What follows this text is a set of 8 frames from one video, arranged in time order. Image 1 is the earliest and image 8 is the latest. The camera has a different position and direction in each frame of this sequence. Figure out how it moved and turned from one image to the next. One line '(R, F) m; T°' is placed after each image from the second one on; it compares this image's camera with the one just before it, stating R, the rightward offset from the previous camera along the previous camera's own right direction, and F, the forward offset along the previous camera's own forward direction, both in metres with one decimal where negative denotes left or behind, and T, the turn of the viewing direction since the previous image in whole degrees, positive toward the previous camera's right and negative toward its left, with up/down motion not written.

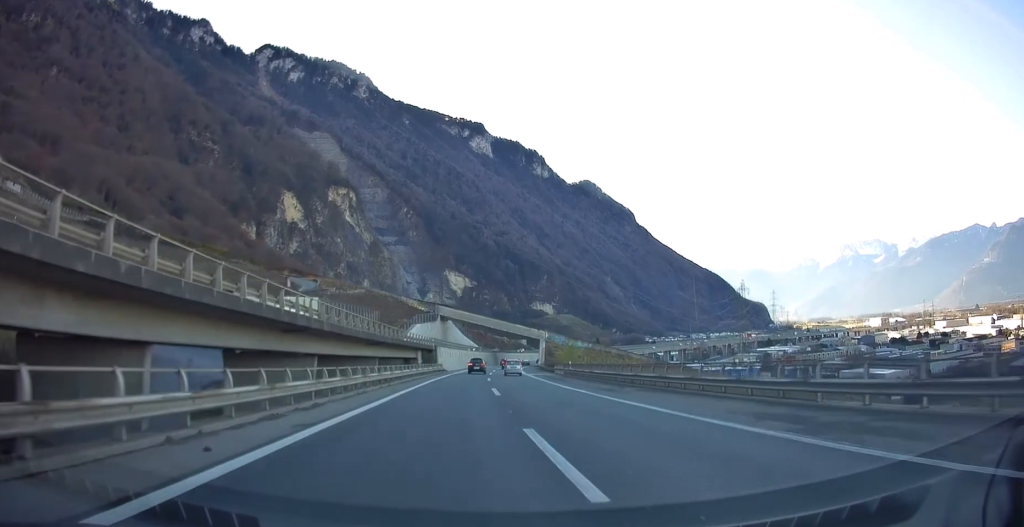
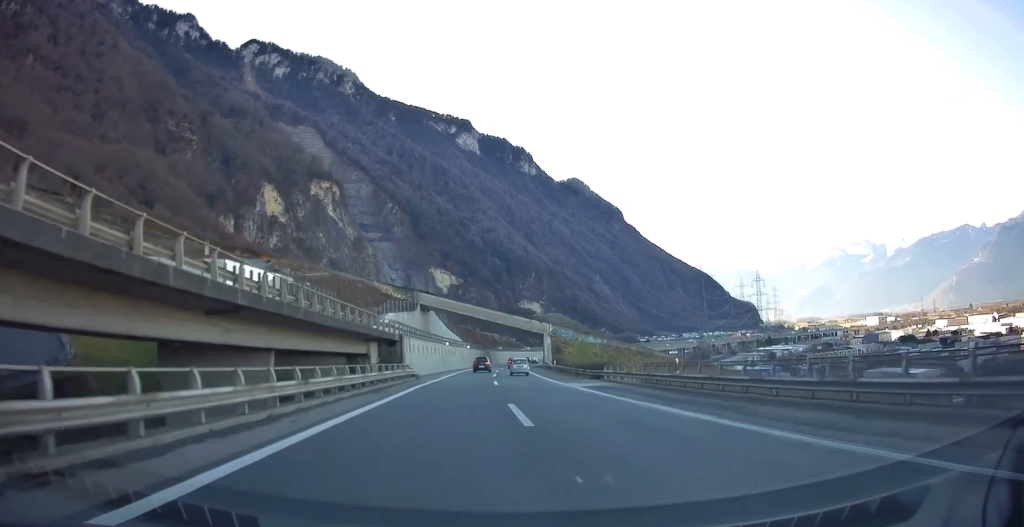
(+0.4, +28.7) m; +2°
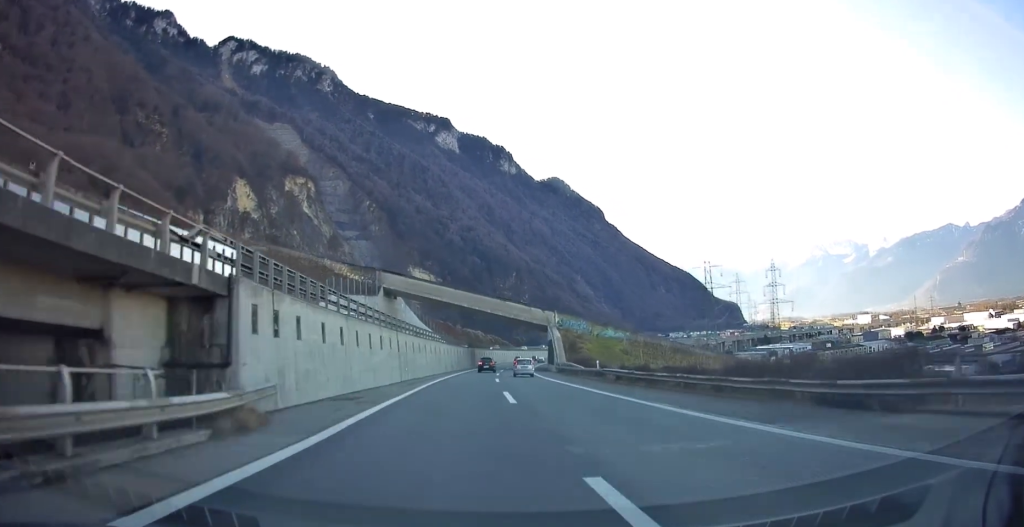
(+0.4, +31.9) m; +2°
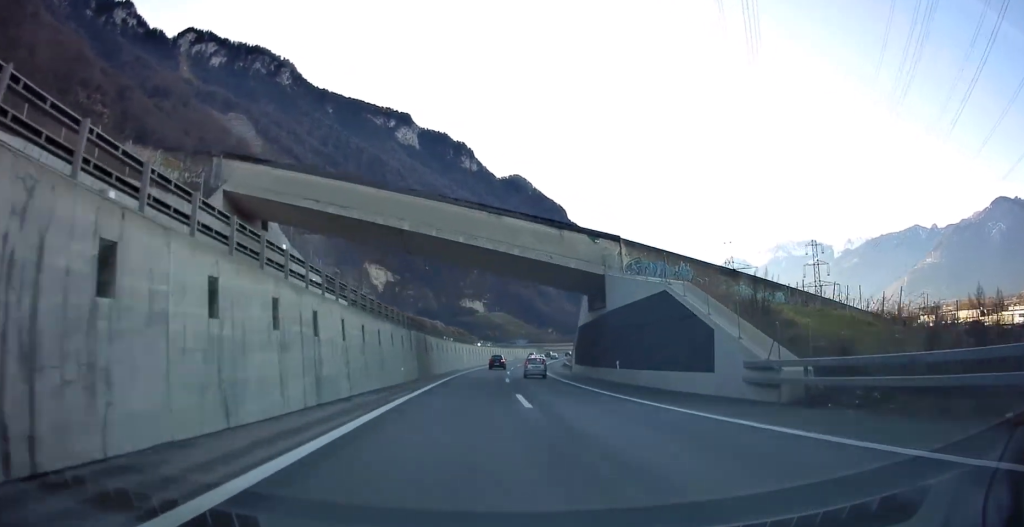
(+1.8, +58.0) m; +4°
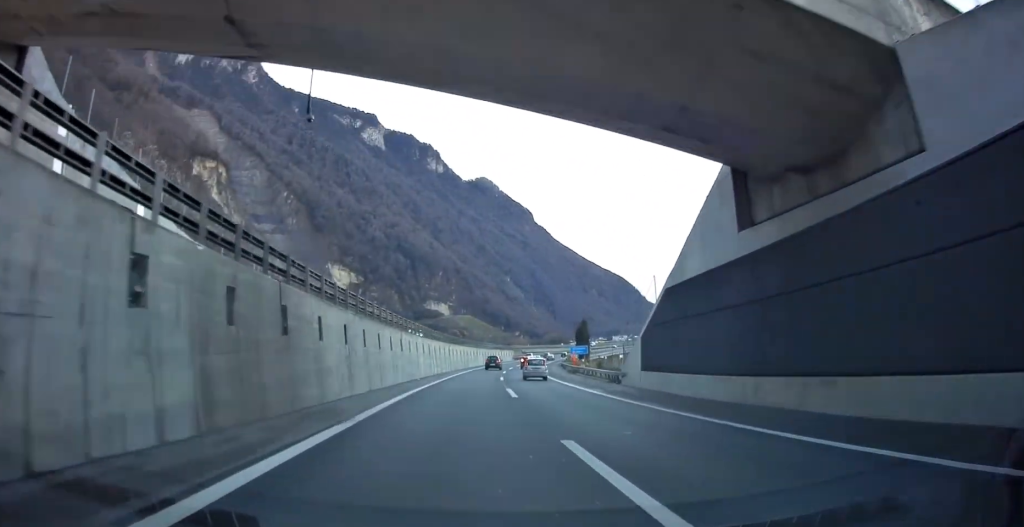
(+0.6, +31.5) m; +2°
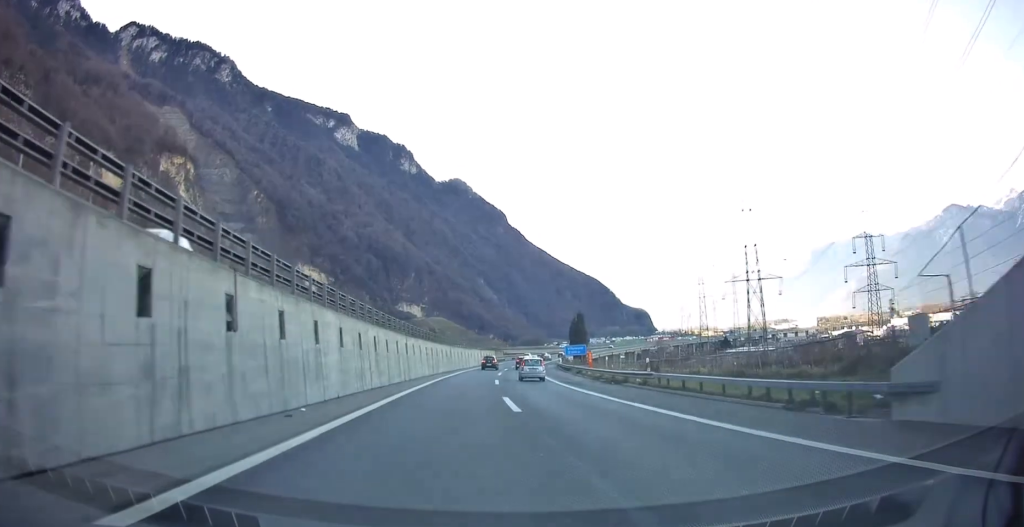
(+0.2, +23.6) m; +2°
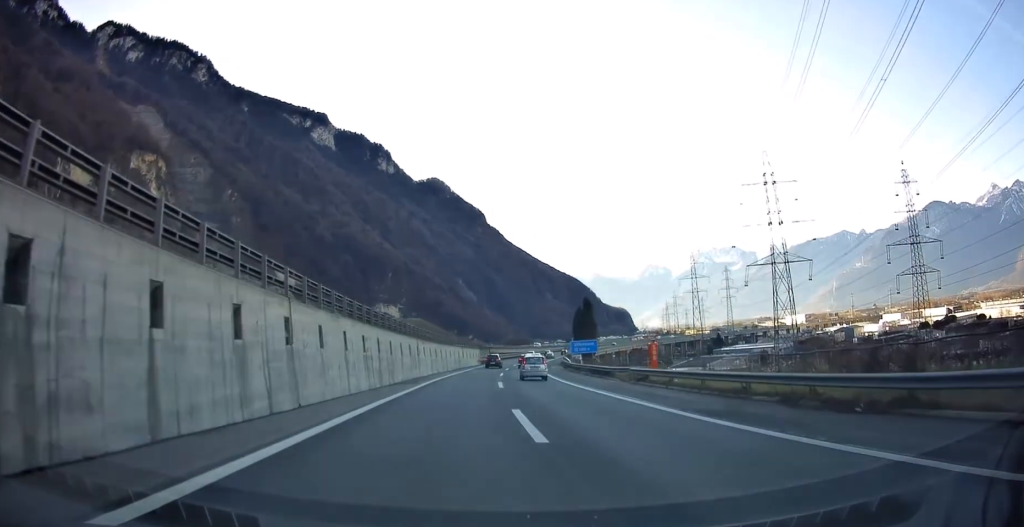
(+0.8, +24.6) m; +2°
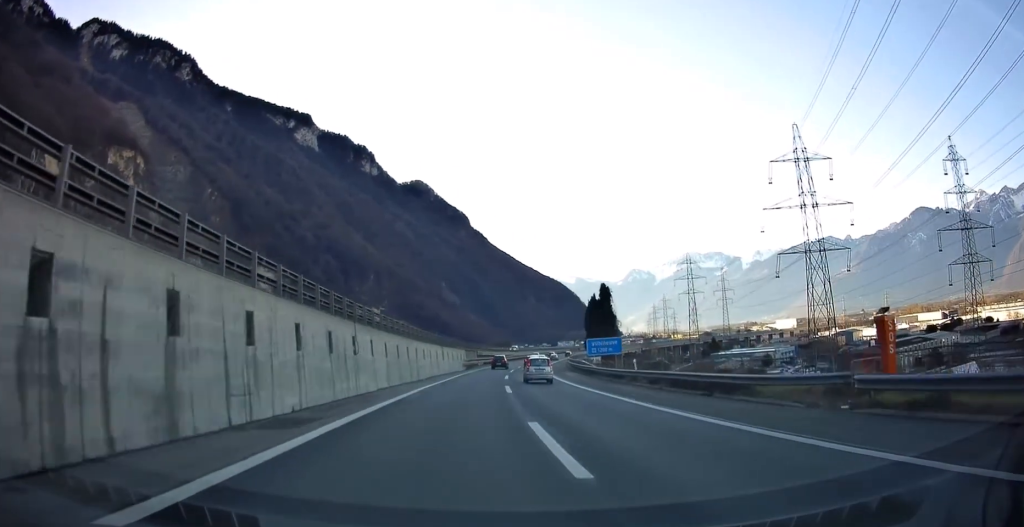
(+0.4, +21.6) m; +2°
